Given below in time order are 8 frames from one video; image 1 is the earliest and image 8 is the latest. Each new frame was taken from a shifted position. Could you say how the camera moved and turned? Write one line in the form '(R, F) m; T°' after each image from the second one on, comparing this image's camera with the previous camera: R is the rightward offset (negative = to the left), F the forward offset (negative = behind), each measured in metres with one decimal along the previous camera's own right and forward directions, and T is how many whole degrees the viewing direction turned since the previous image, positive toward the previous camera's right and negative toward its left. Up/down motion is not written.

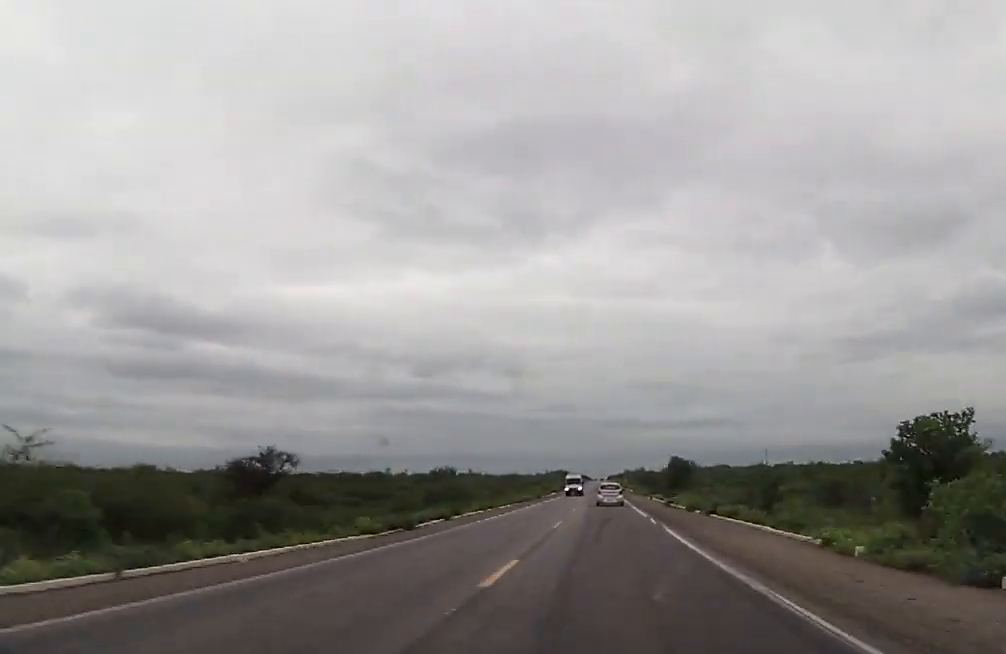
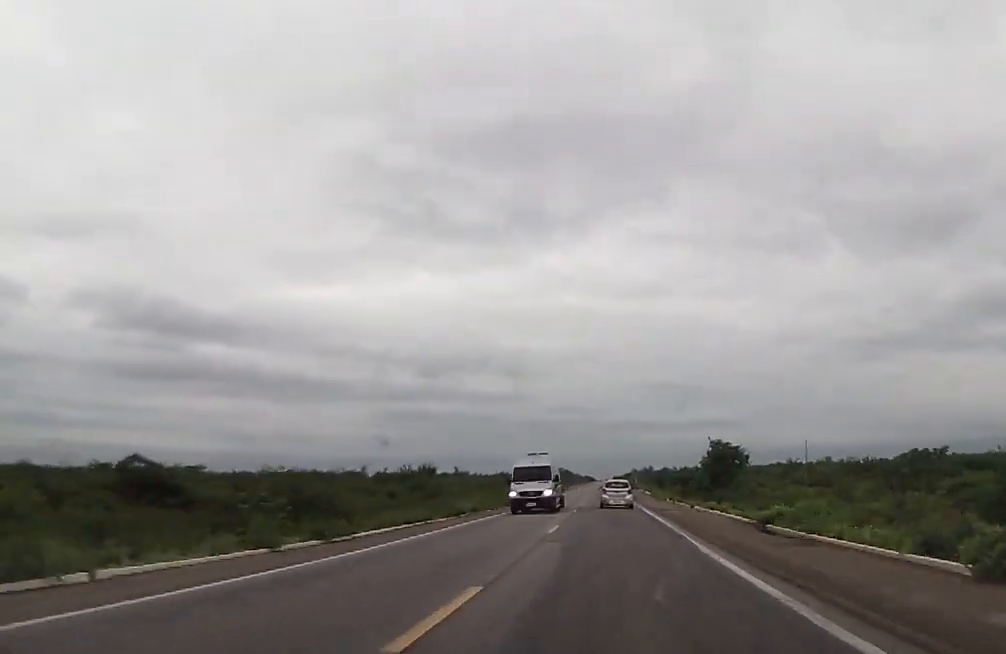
(-0.3, +35.9) m; -1°
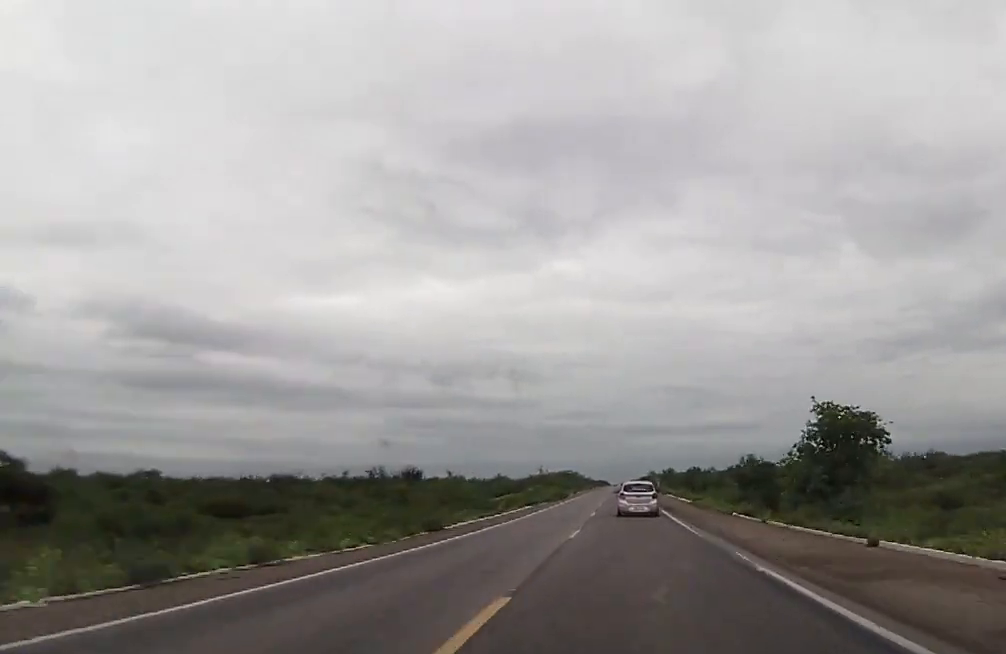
(-0.2, +31.9) m; -1°
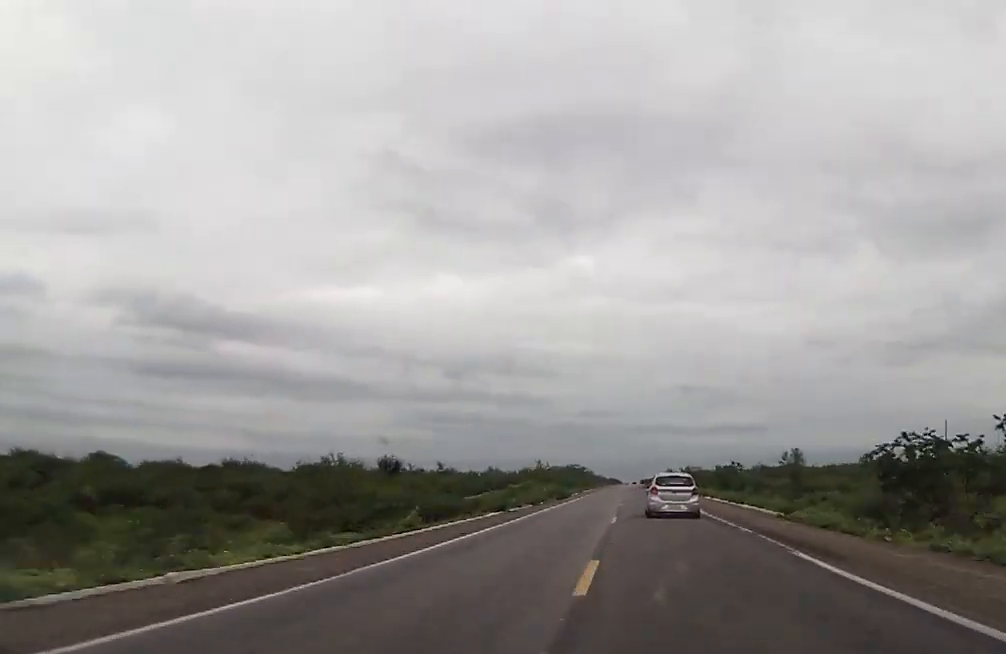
(+0.1, +27.8) m; 0°
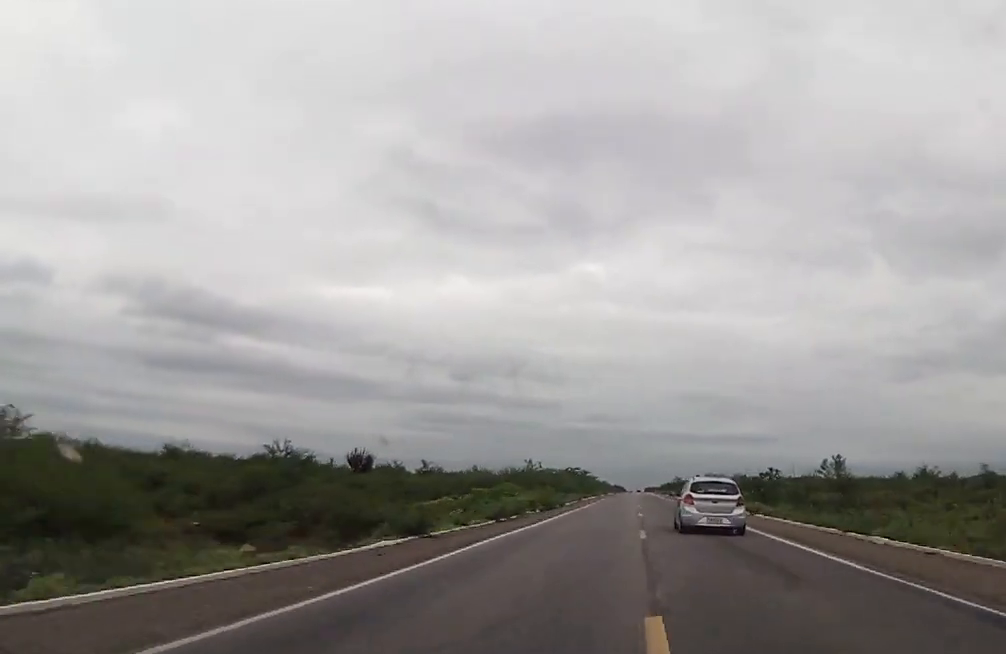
(-0.3, +21.0) m; 0°
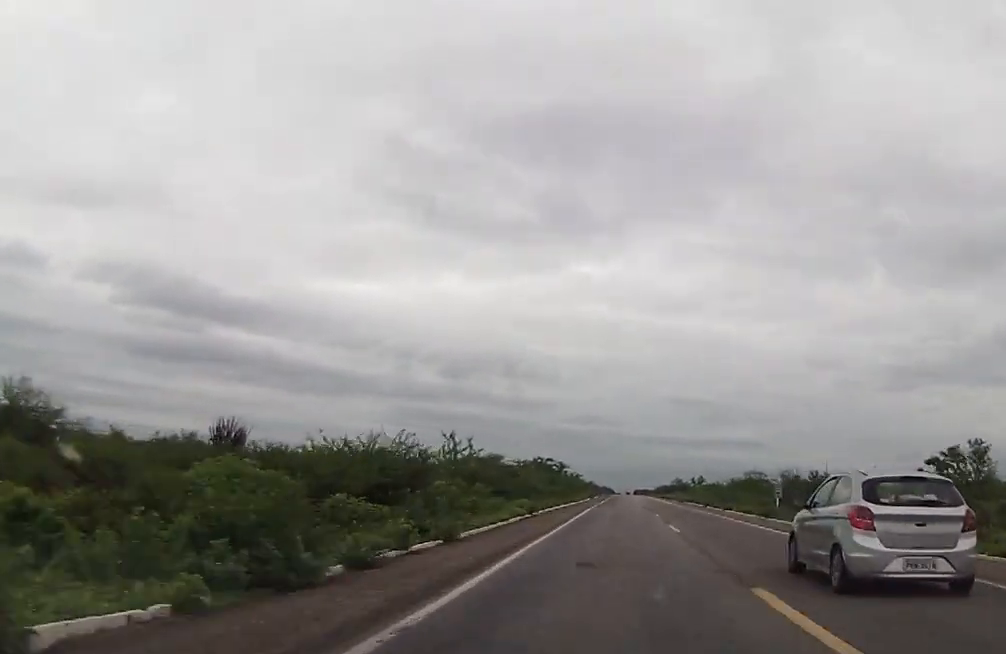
(-0.4, +44.9) m; -1°
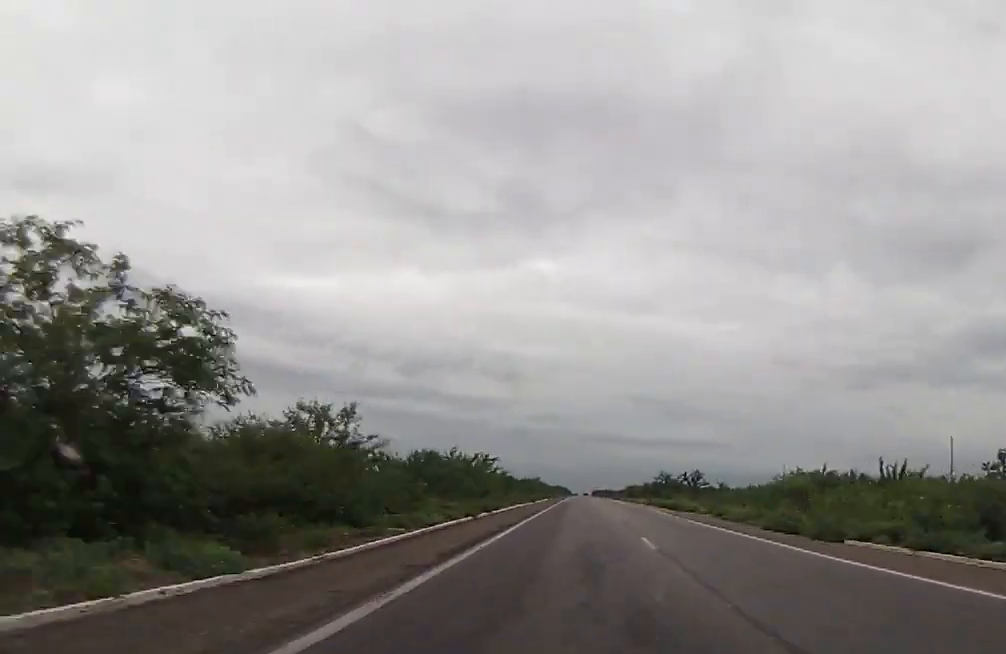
(-0.2, +83.5) m; +1°
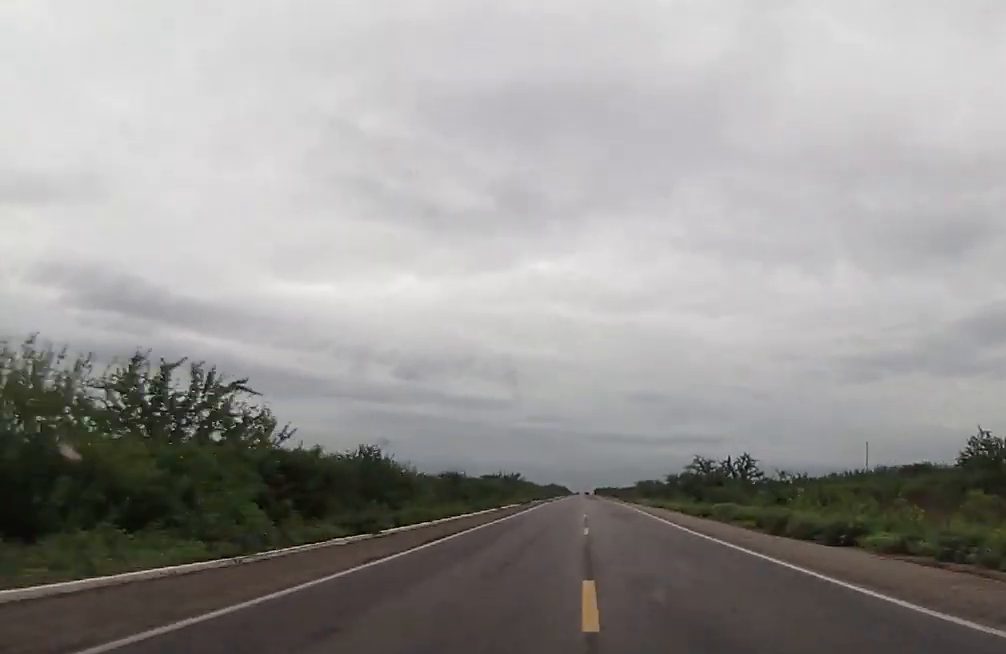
(+1.2, +56.8) m; +2°
